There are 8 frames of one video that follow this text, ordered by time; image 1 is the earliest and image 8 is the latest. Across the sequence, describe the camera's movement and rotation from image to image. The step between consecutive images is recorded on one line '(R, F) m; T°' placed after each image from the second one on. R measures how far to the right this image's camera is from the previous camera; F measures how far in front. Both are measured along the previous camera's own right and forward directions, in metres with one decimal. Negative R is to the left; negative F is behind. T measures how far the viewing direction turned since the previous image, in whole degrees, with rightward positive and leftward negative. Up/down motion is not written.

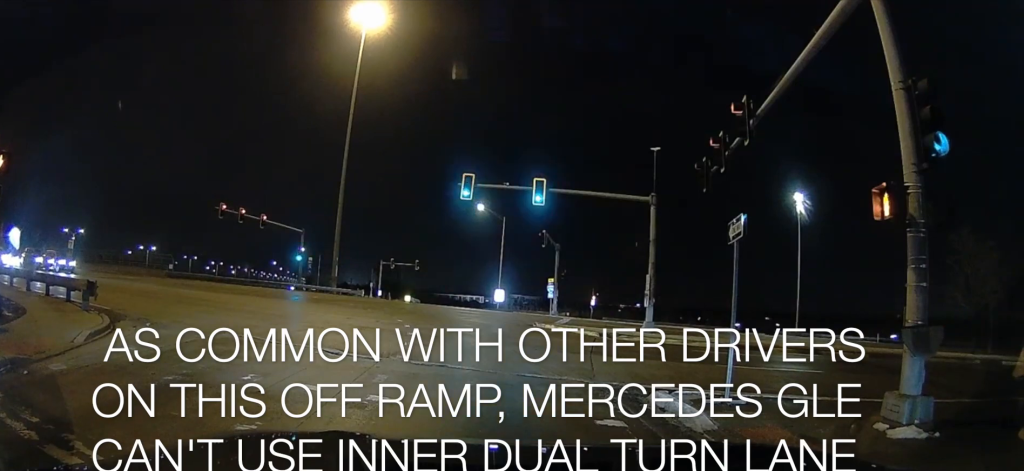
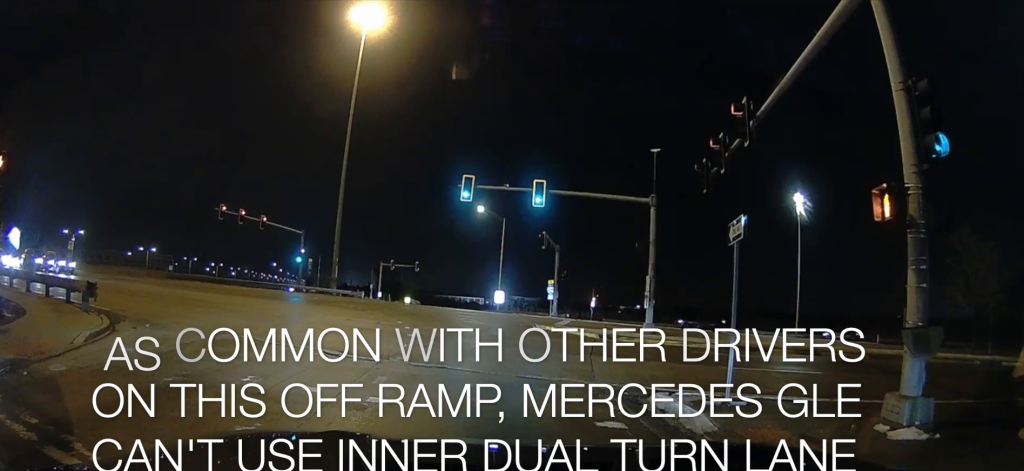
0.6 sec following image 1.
(0.0, 0.0) m; 0°
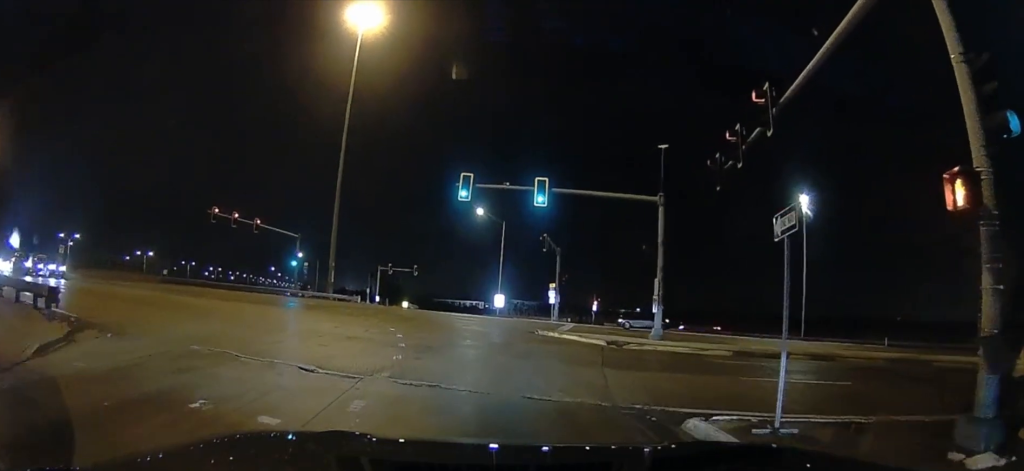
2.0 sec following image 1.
(0.0, 0.0) m; 0°
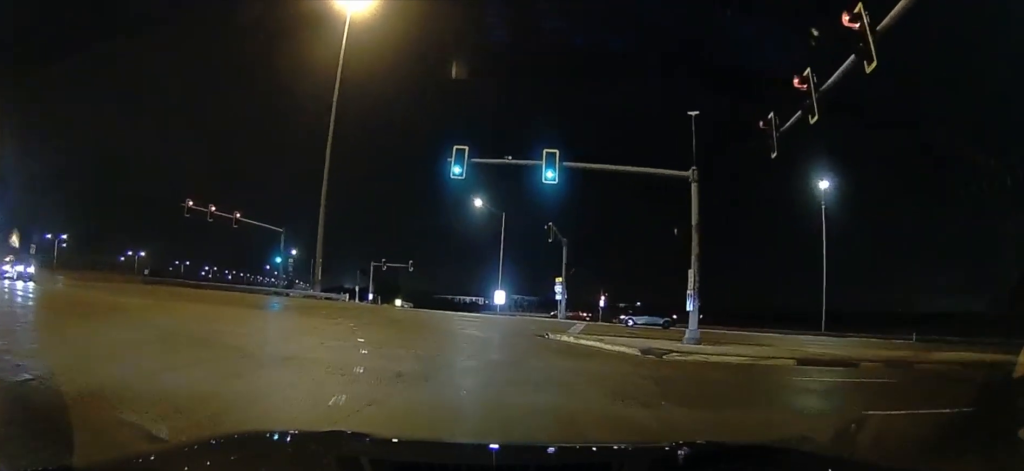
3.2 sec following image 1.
(0.0, +0.1) m; 0°
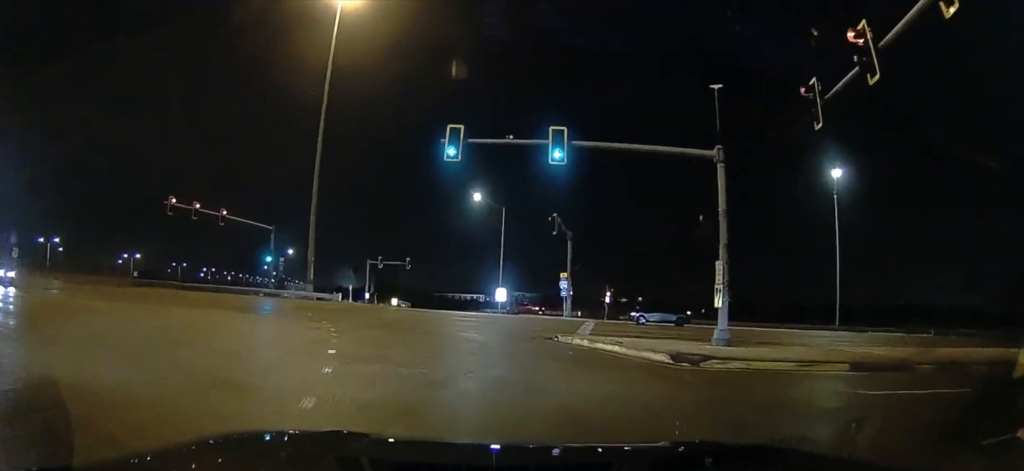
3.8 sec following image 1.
(+0.2, +0.6) m; 0°
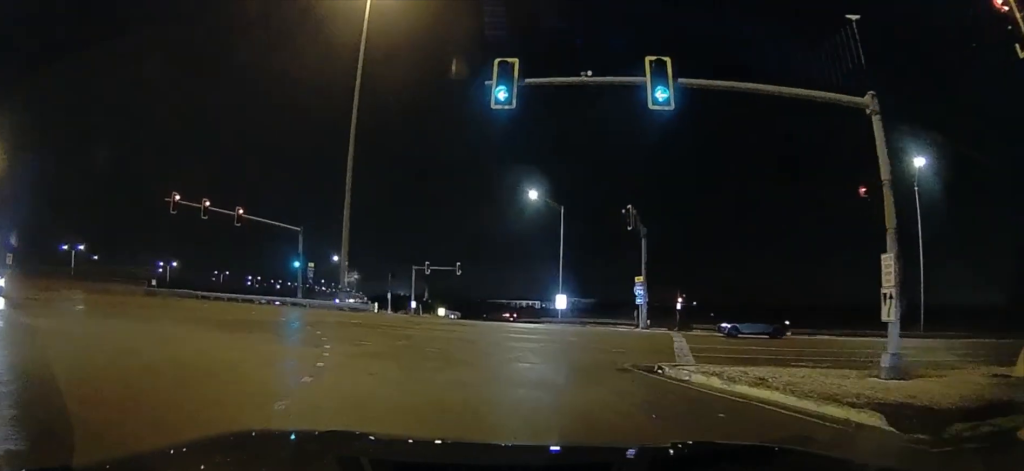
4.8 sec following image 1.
(-0.1, +4.1) m; -5°
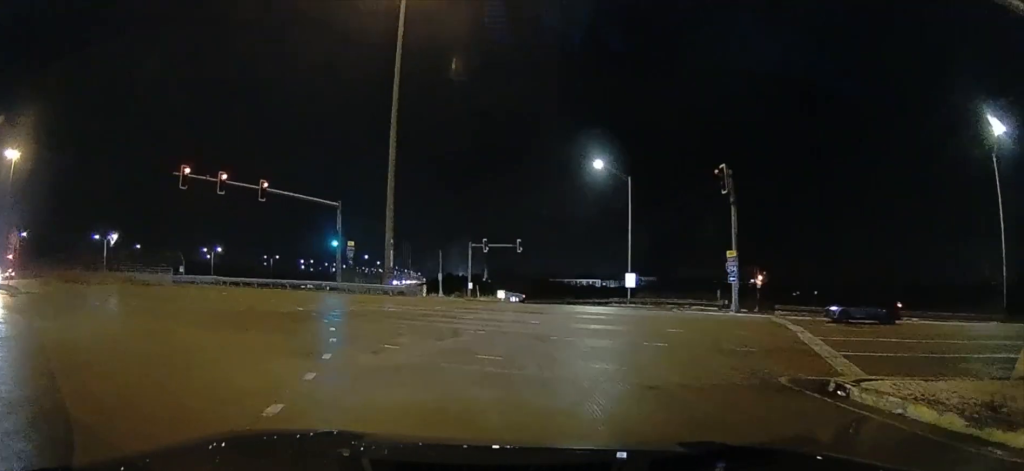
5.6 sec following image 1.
(-0.2, +4.5) m; -5°
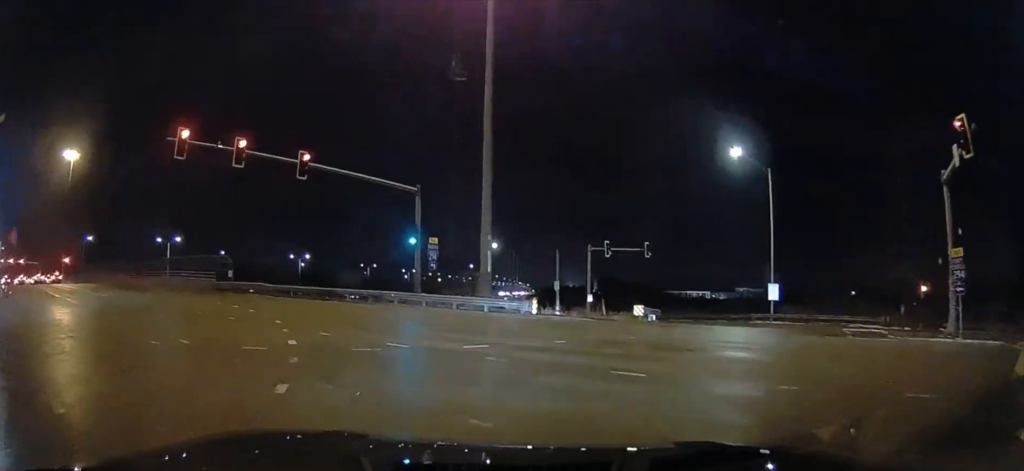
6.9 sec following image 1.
(-0.7, +9.0) m; -8°
